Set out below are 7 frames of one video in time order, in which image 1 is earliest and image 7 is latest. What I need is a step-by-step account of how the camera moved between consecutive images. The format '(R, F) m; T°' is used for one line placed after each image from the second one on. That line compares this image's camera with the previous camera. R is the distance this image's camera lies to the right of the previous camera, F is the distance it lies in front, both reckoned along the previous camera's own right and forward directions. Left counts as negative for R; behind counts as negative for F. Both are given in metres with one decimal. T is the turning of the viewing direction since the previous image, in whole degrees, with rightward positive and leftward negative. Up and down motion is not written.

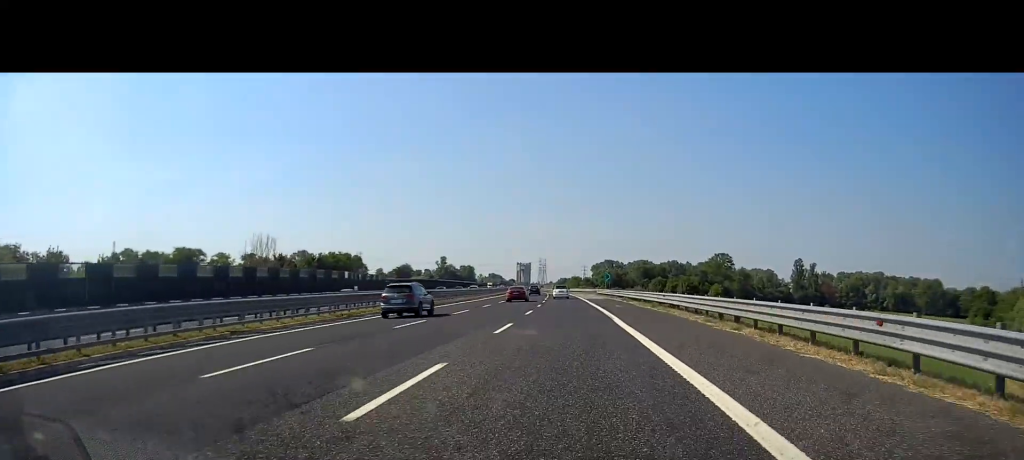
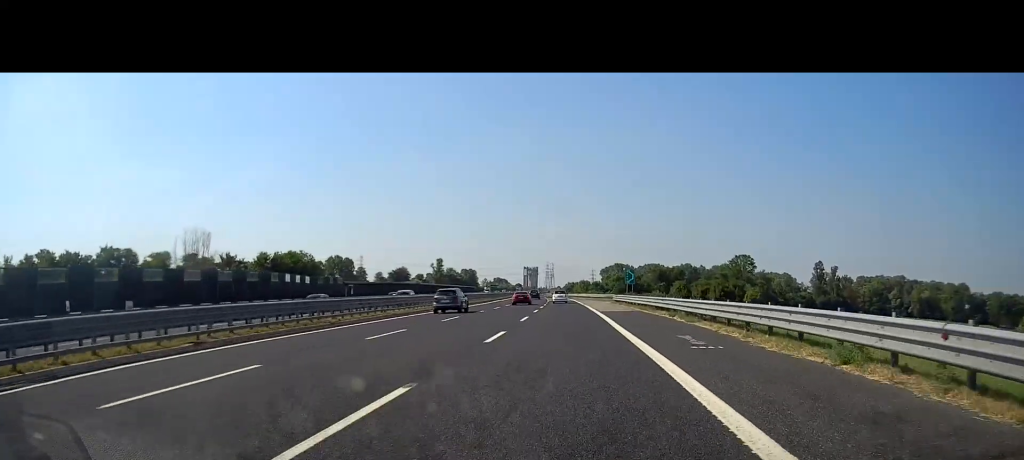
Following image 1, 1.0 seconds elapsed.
(-0.2, +26.0) m; -1°
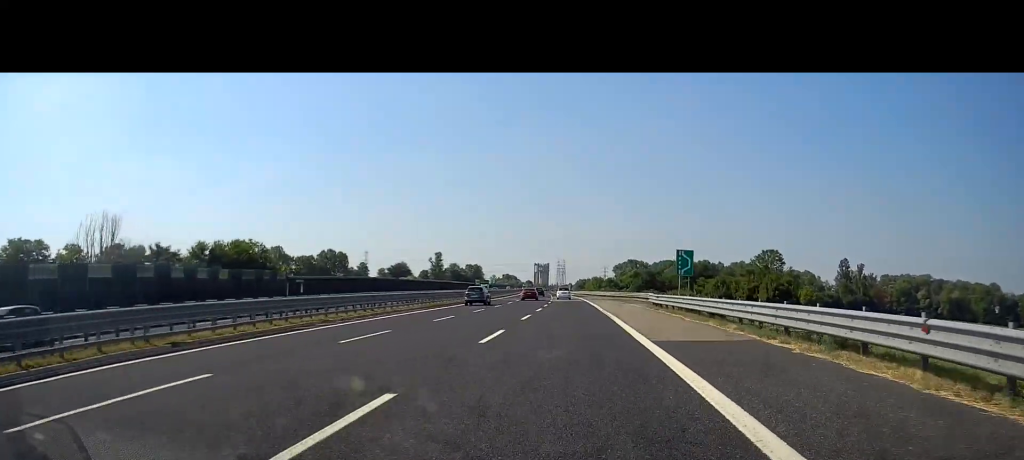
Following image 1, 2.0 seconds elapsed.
(-0.2, +25.2) m; -1°
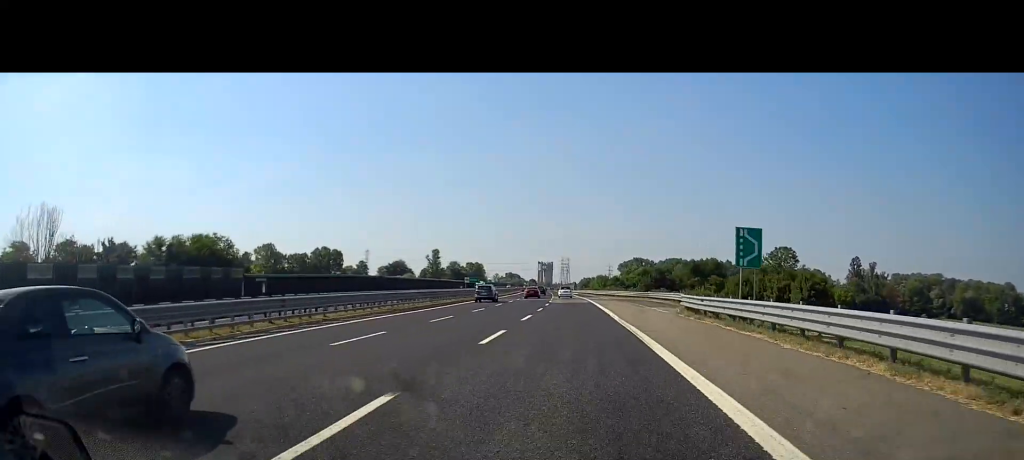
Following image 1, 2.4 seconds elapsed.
(-0.1, +12.2) m; 0°
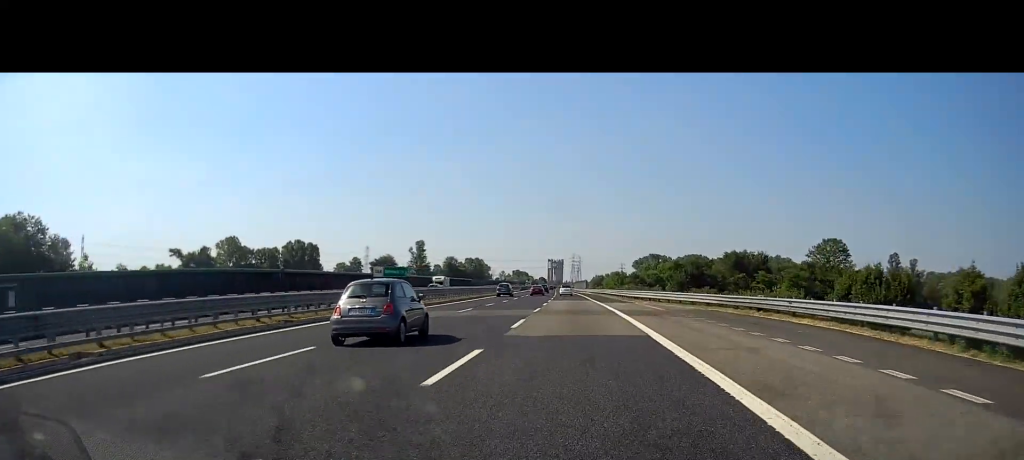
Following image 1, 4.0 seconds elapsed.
(-0.5, +40.1) m; -1°
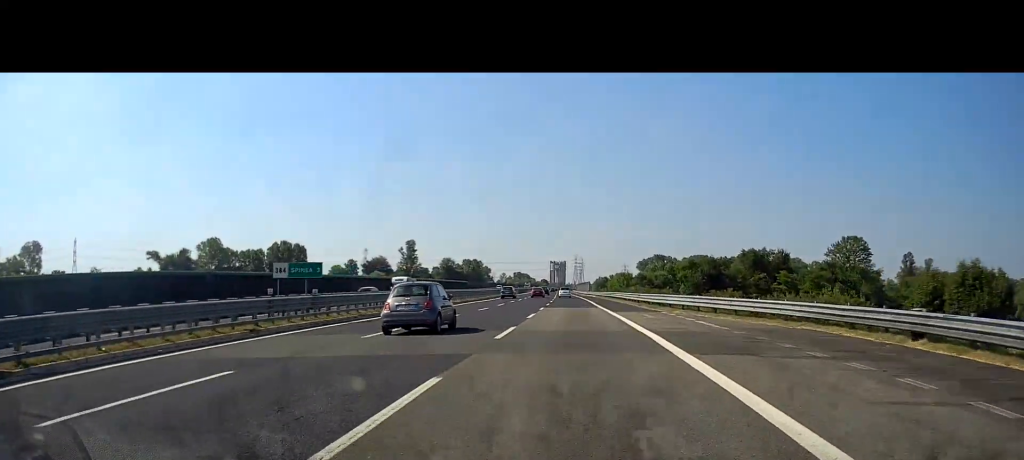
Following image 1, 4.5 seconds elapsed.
(0.0, +14.9) m; 0°
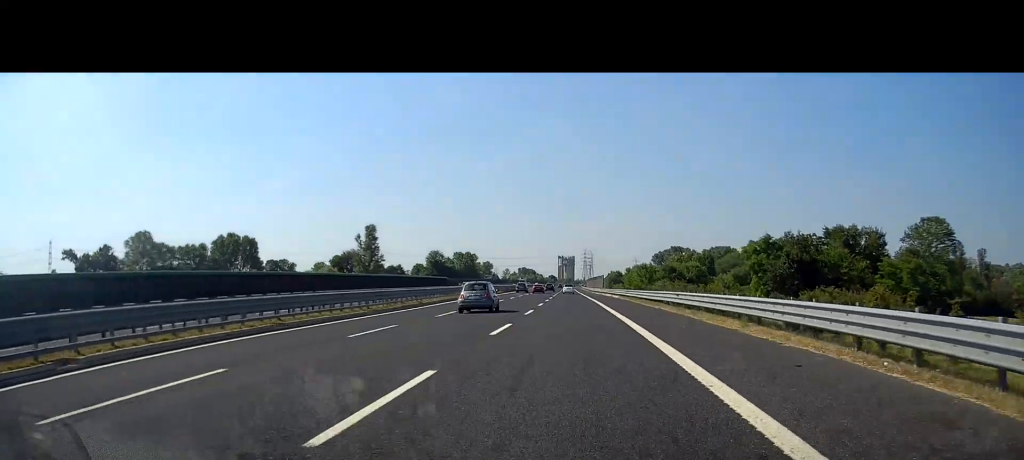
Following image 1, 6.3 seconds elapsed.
(0.0, +45.7) m; 0°
